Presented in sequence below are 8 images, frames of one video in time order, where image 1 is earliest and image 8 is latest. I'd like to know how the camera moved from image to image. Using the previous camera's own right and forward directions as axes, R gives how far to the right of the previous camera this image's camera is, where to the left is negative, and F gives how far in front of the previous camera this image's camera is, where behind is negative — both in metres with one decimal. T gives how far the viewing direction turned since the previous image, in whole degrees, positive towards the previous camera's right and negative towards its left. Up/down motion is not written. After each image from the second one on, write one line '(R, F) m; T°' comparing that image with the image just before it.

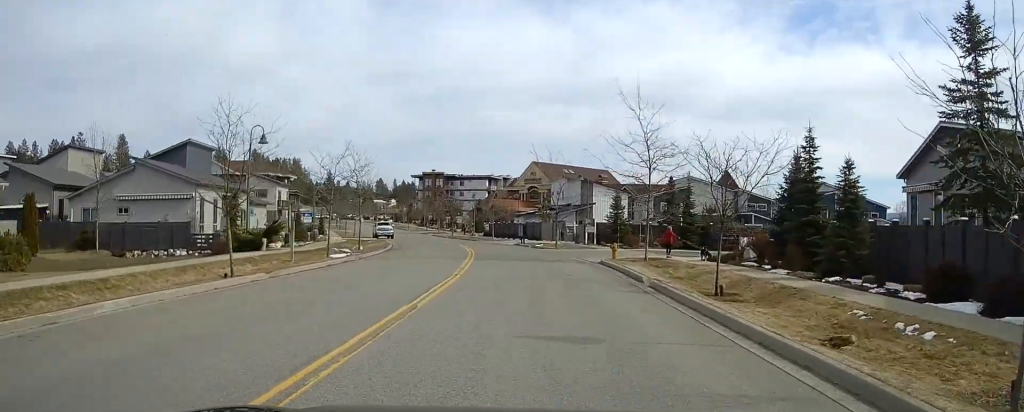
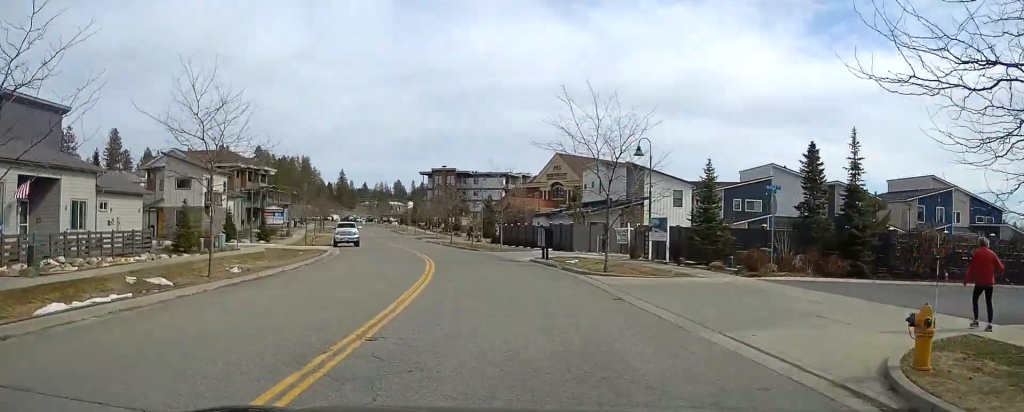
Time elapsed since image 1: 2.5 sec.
(-0.7, +20.6) m; -4°
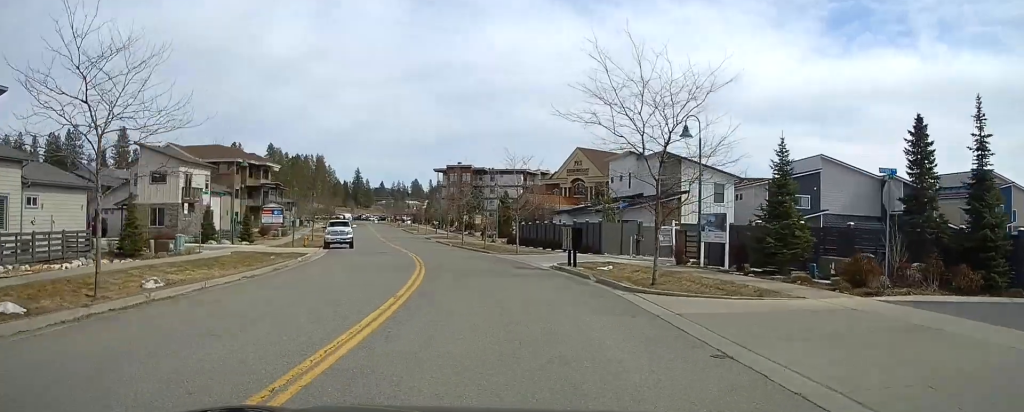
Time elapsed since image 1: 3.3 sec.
(0.0, +6.7) m; -1°
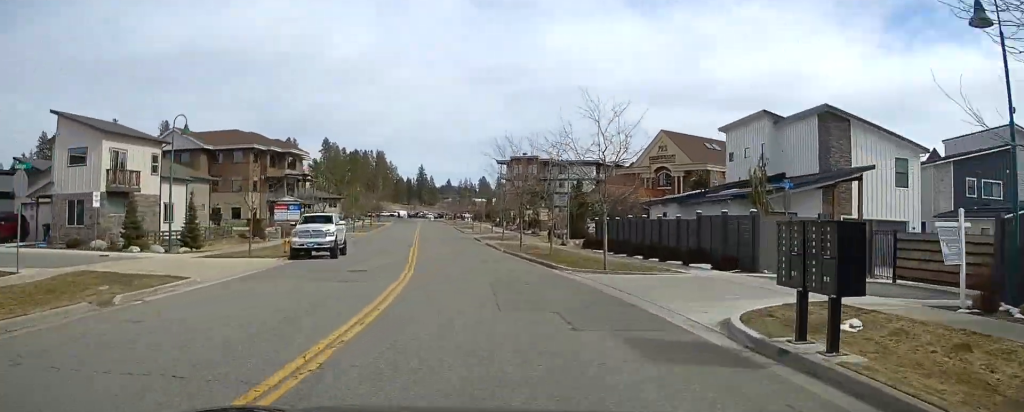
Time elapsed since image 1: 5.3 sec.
(-0.4, +17.6) m; -5°
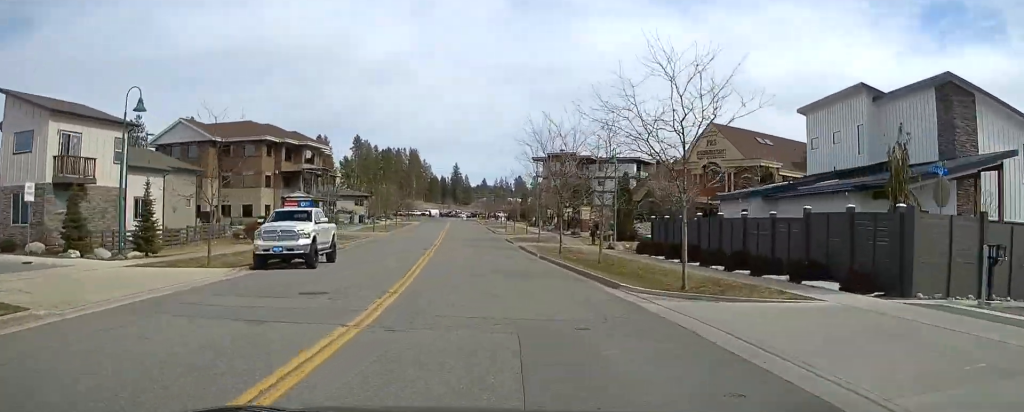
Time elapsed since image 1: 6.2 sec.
(-0.3, +8.0) m; -2°
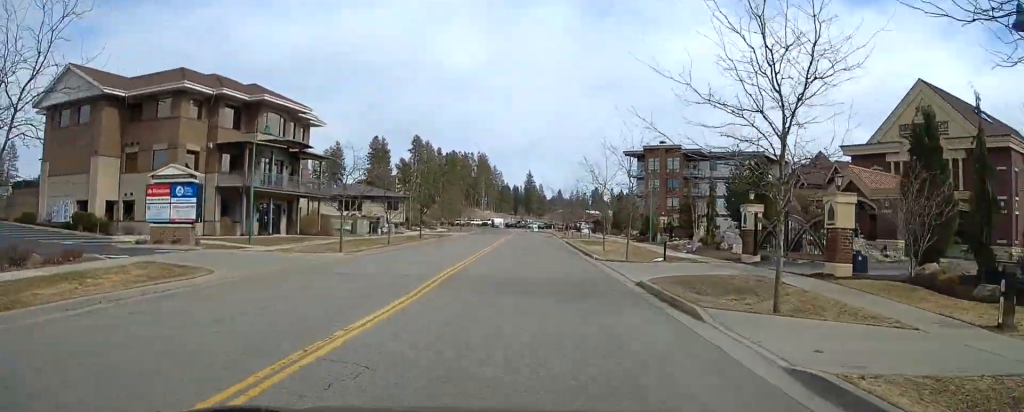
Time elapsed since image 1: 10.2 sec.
(-2.5, +38.1) m; -6°
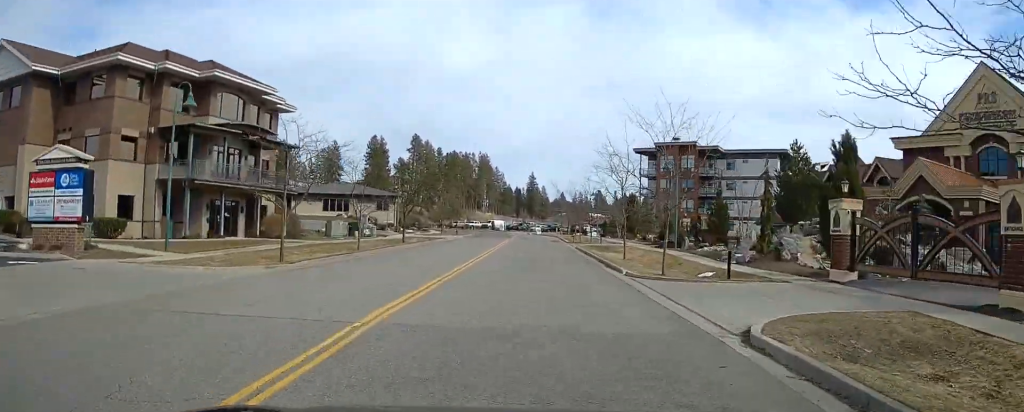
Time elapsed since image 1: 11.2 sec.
(-0.3, +9.8) m; -1°
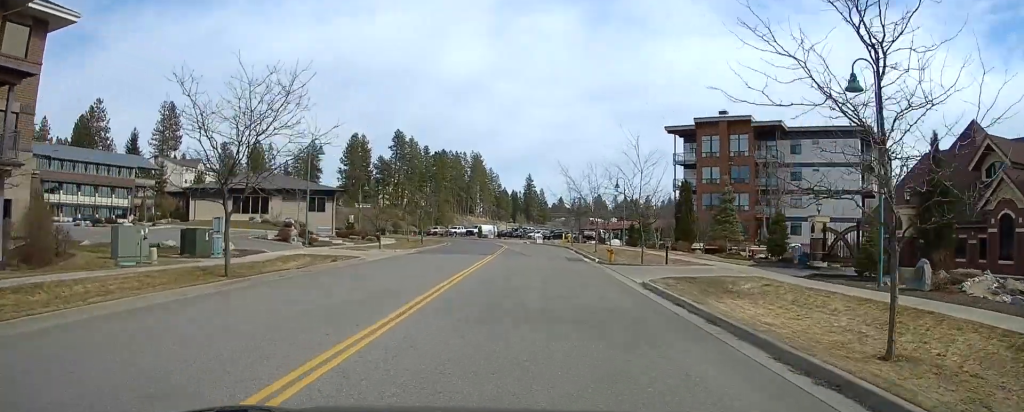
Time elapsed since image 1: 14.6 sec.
(0.0, +31.6) m; +1°
